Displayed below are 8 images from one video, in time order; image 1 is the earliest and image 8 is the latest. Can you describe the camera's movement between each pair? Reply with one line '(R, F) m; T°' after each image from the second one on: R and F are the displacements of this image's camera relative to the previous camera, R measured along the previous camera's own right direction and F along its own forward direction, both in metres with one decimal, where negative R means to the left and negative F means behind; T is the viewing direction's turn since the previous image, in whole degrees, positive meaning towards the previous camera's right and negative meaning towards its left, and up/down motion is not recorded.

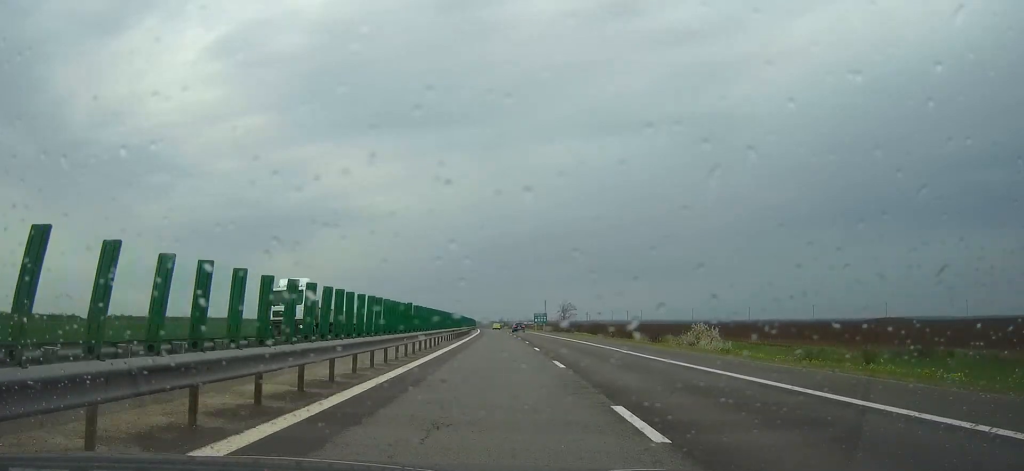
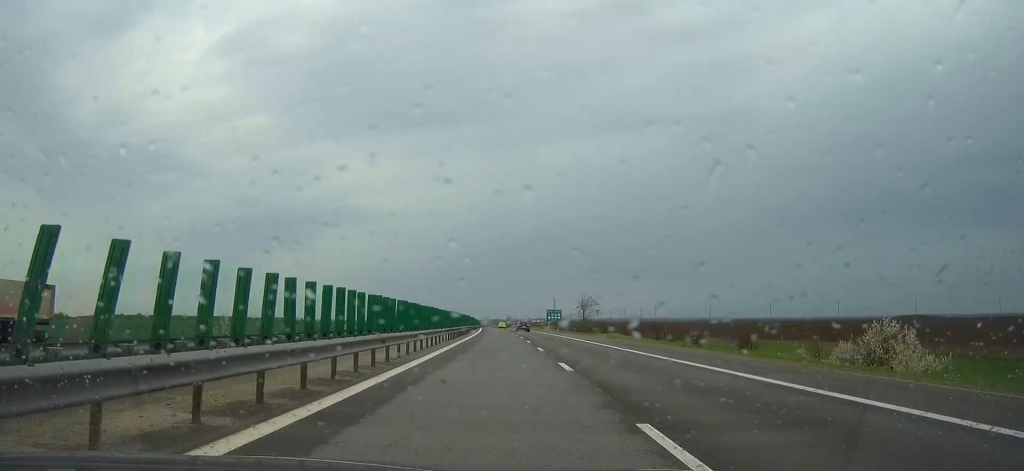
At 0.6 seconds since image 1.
(-0.1, +24.9) m; -1°
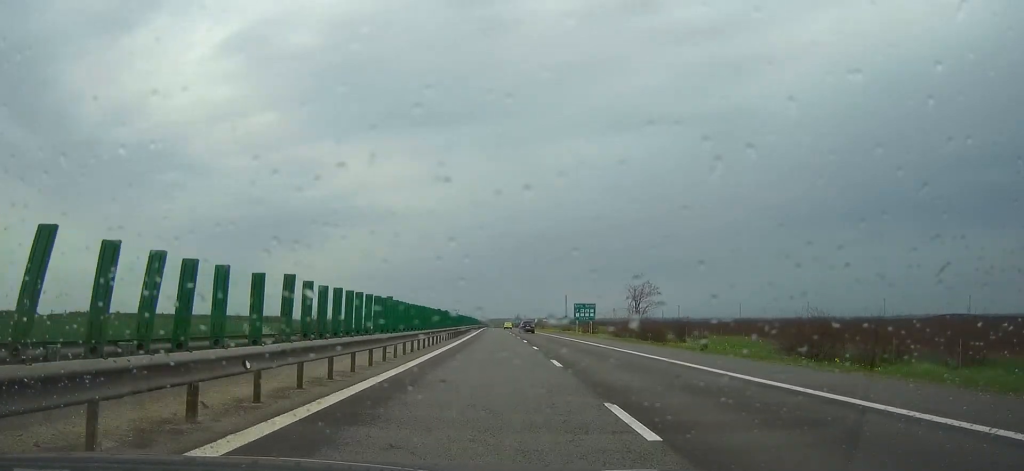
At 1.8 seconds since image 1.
(-0.3, +41.4) m; -1°
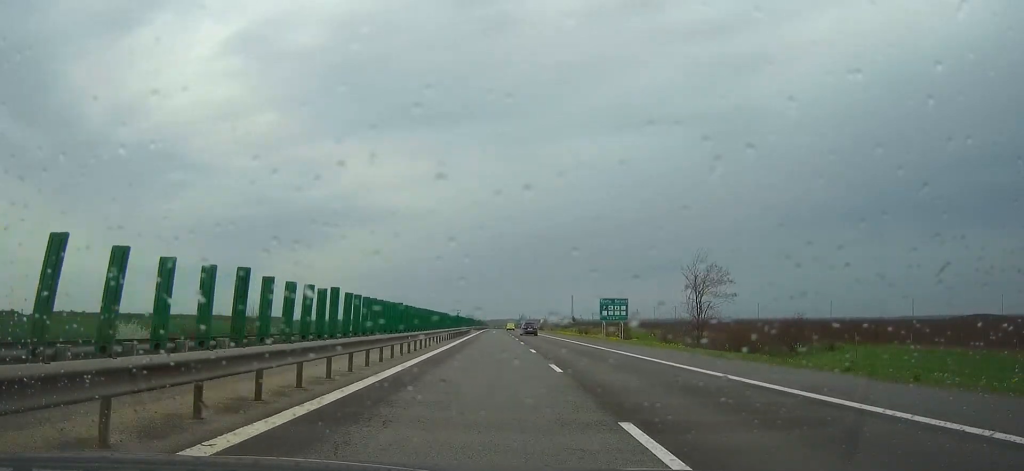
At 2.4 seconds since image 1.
(0.0, +21.4) m; 0°
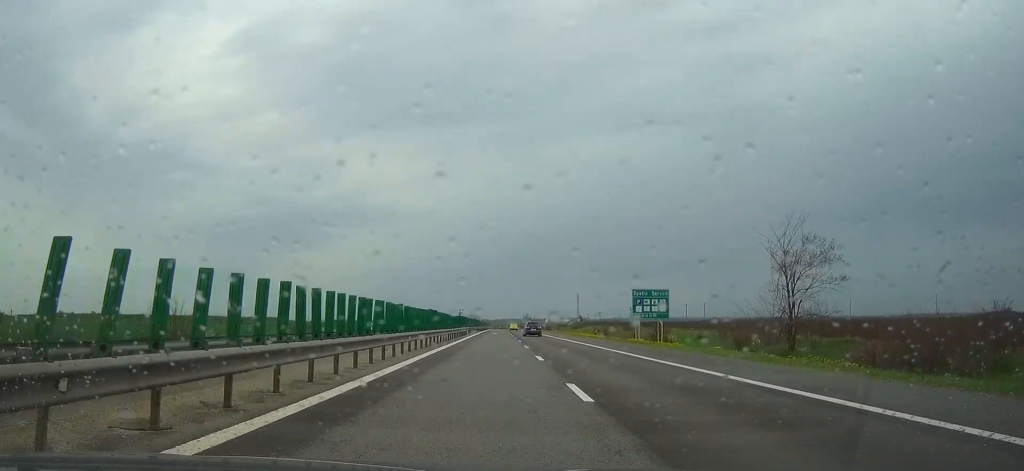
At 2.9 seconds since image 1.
(0.0, +13.7) m; 0°
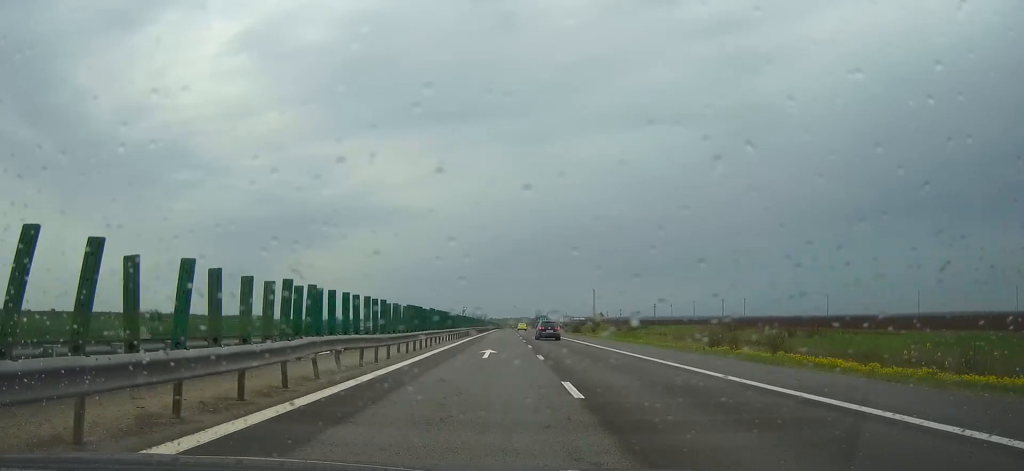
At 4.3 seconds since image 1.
(-0.2, +43.0) m; 0°
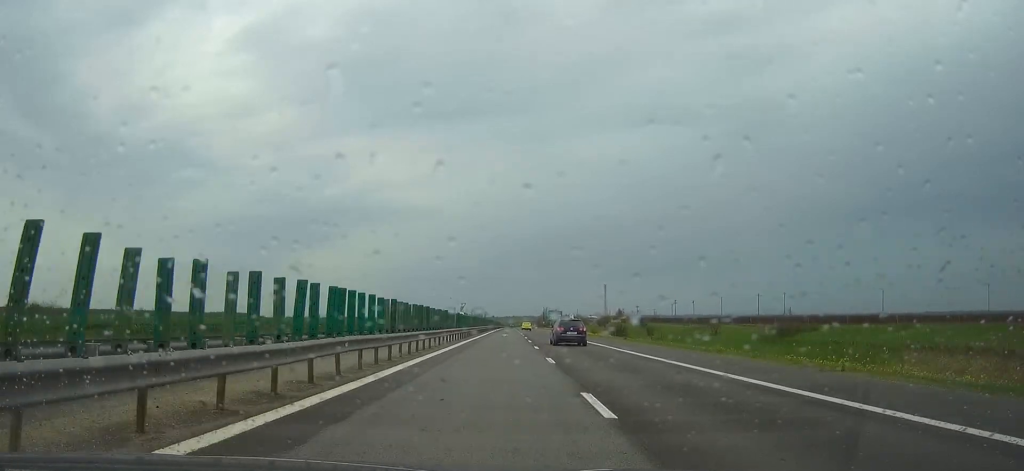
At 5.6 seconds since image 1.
(-0.2, +42.9) m; 0°
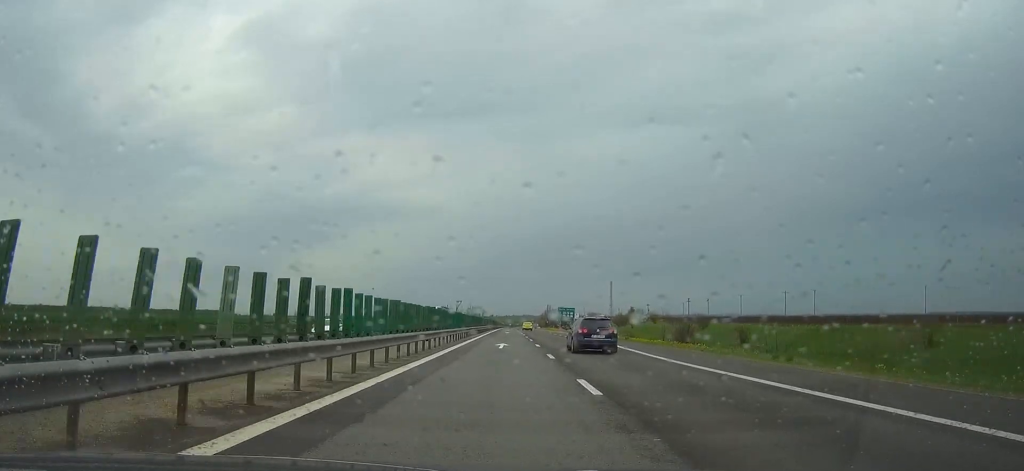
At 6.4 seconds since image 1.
(0.0, +31.1) m; 0°
